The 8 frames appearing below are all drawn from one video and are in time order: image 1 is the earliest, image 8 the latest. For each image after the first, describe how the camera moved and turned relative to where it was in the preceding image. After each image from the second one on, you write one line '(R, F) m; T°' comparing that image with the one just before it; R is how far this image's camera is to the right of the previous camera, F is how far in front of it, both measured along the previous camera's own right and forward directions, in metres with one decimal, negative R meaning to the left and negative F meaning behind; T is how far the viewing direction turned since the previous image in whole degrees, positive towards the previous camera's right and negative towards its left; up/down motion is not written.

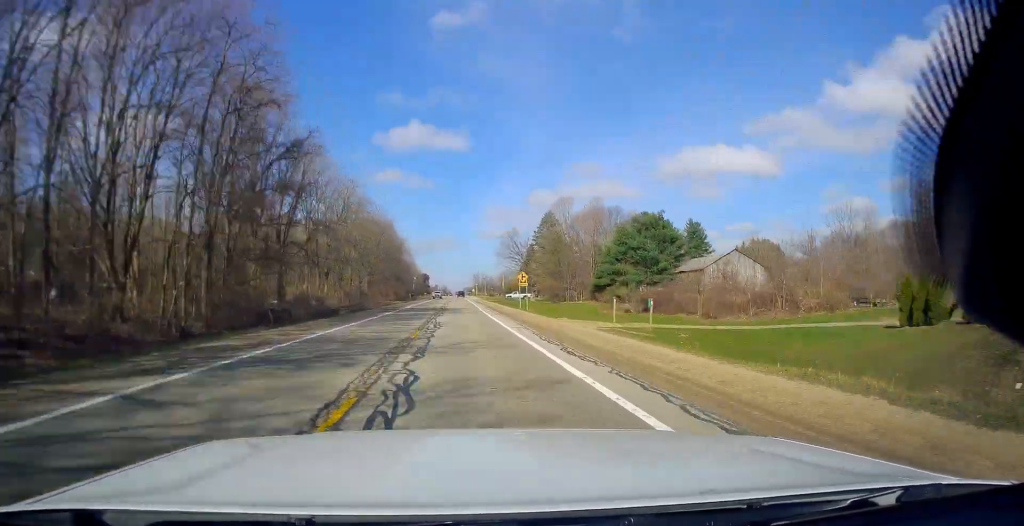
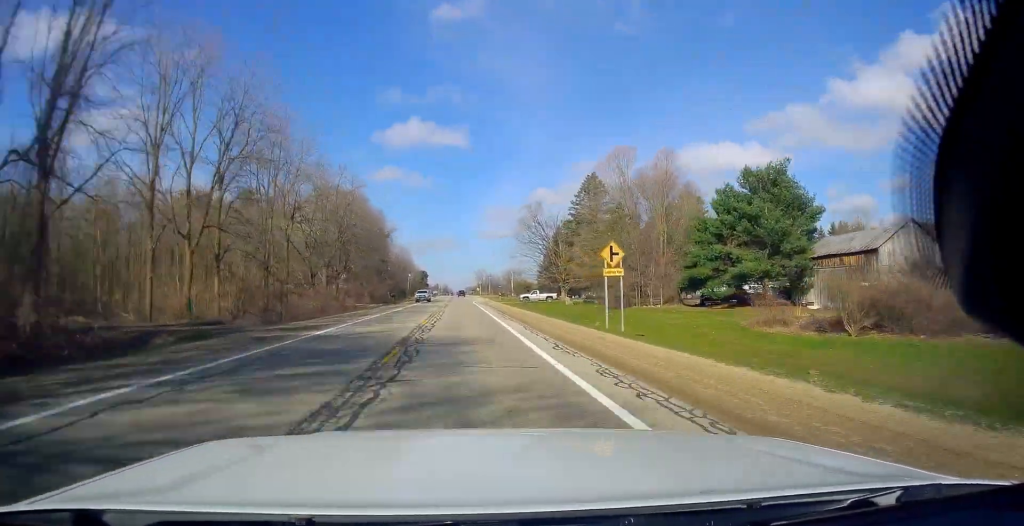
(-0.5, +38.5) m; 0°
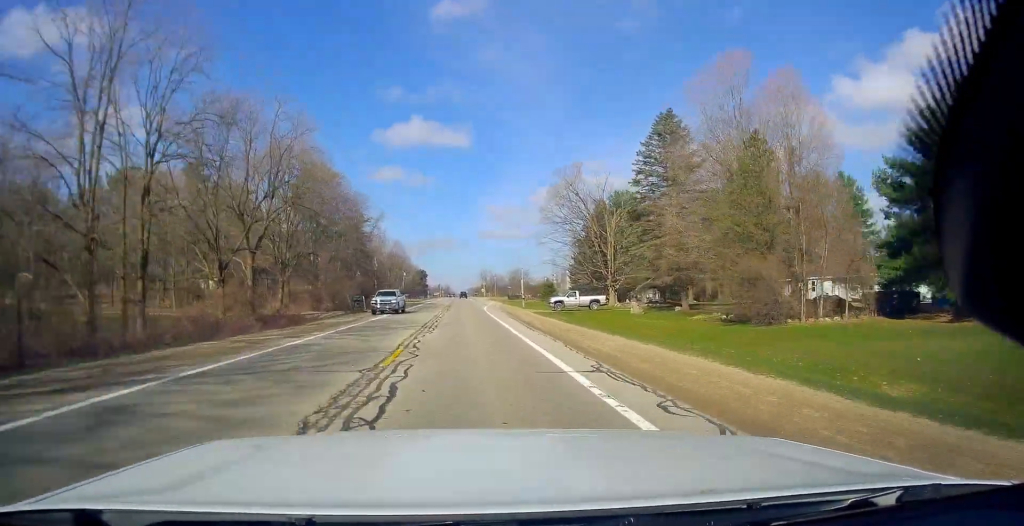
(+0.5, +30.8) m; 0°
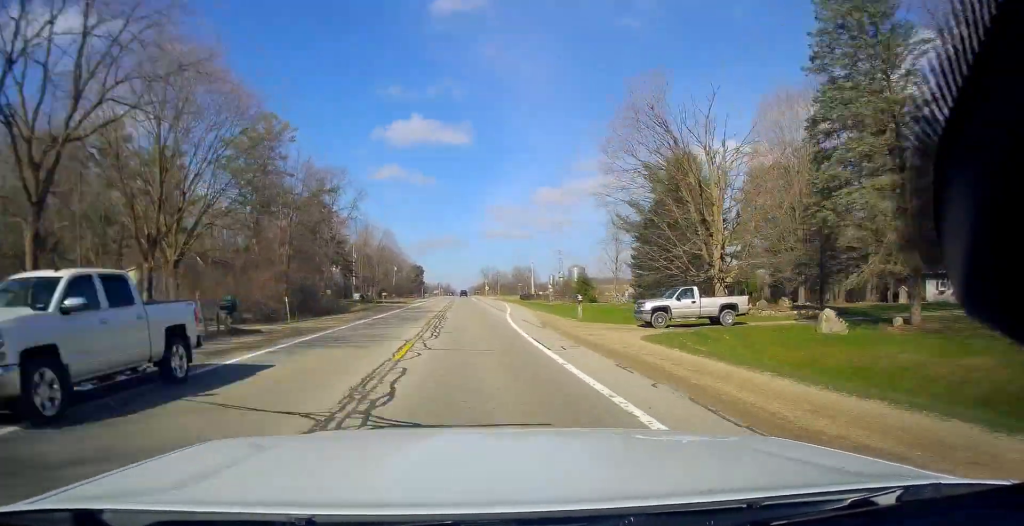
(-0.4, +29.6) m; 0°
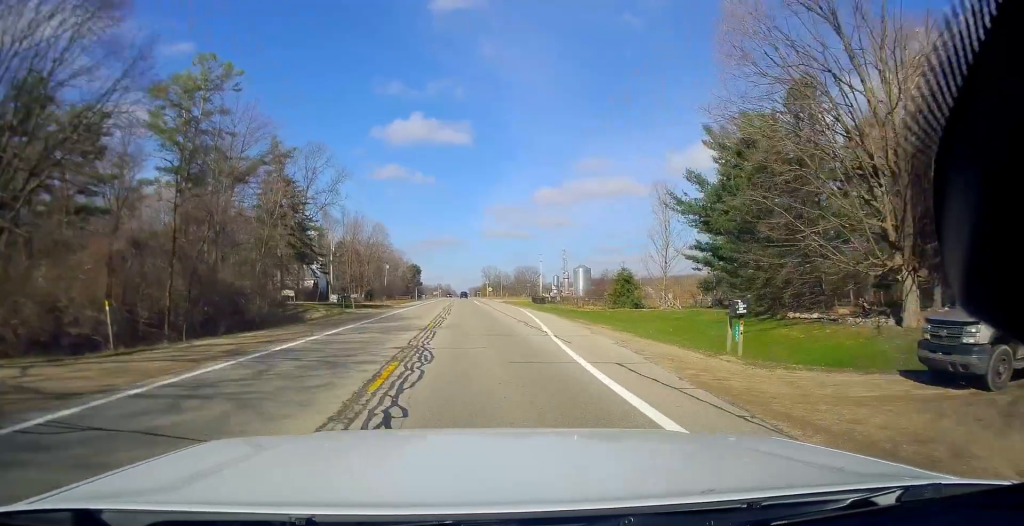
(+0.2, +20.7) m; +1°
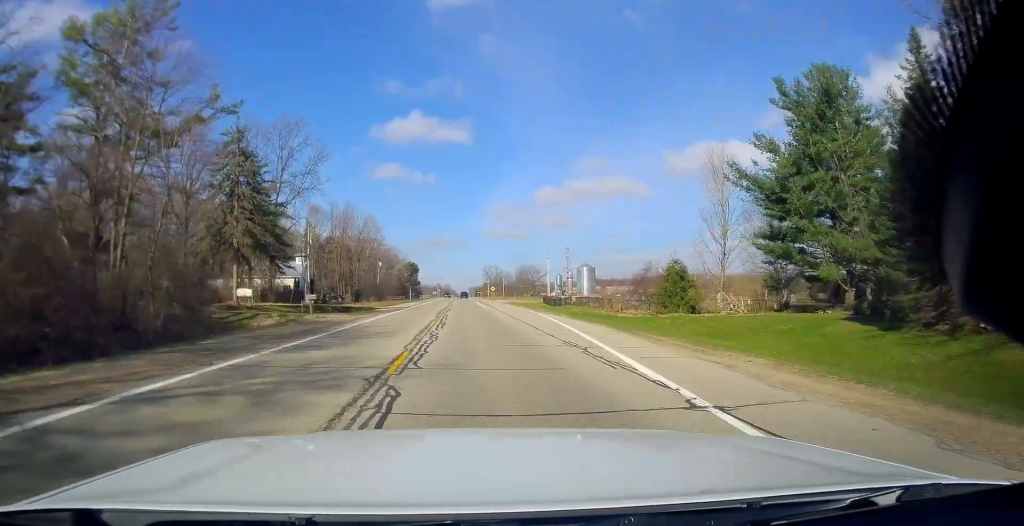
(0.0, +13.1) m; +1°
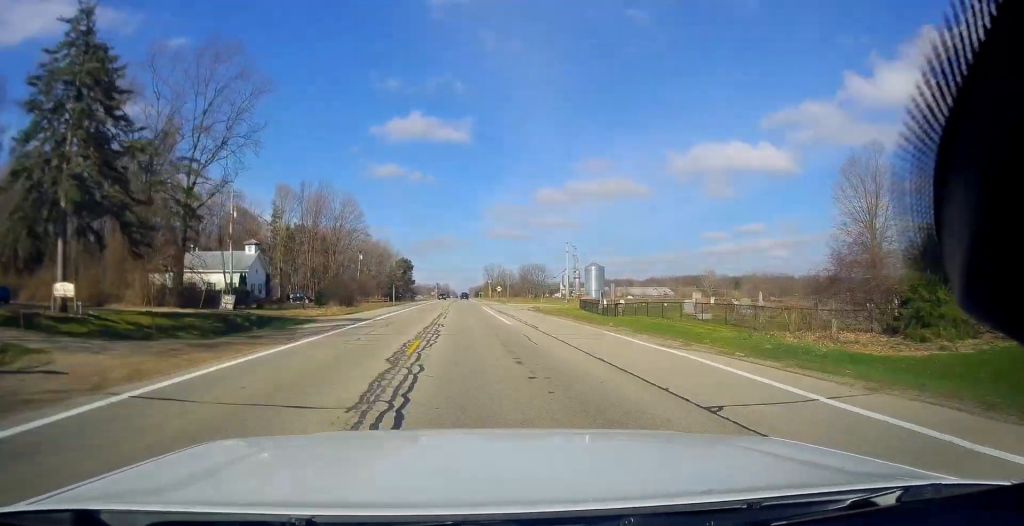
(+0.4, +26.9) m; 0°
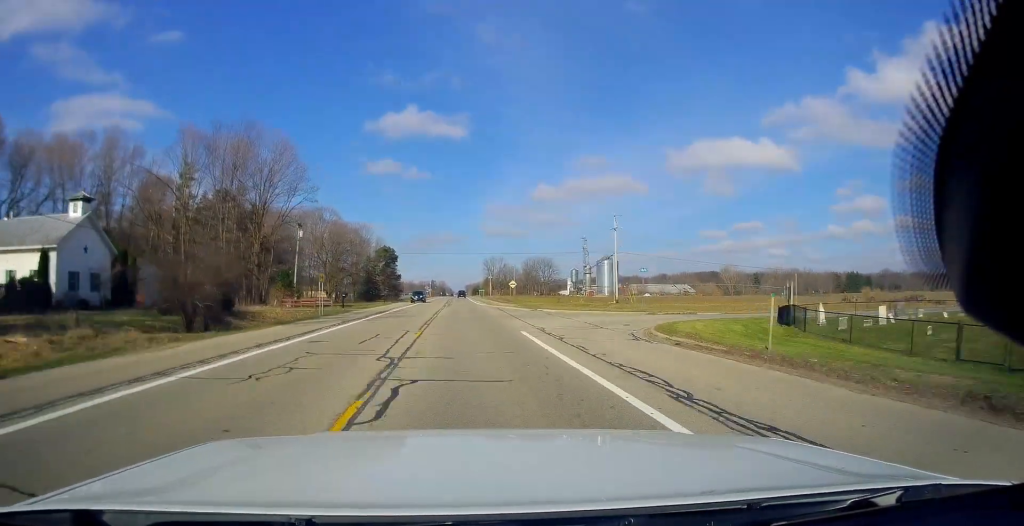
(-0.4, +41.5) m; -1°
